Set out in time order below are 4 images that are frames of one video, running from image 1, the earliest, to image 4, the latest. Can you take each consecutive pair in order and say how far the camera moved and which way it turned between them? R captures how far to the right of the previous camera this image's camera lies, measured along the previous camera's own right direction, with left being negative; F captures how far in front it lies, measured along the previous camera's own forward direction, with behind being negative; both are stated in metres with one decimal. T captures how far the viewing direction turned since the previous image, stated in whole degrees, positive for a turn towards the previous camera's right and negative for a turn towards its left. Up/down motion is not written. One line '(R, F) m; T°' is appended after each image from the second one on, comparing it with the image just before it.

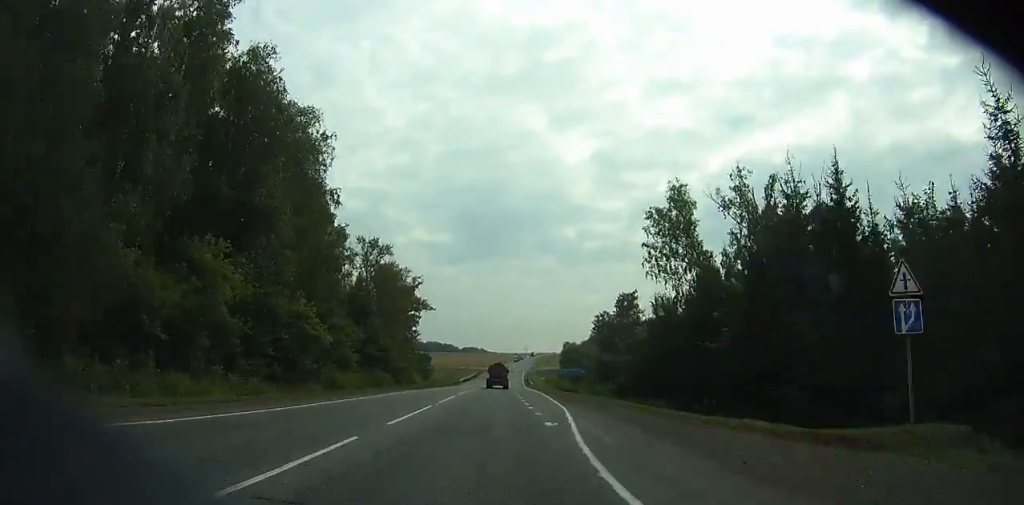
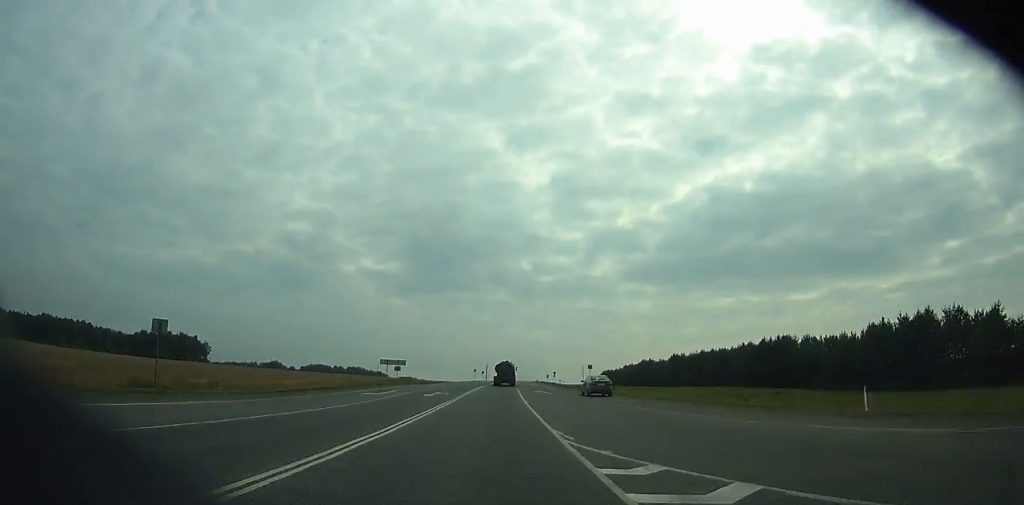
(+12.2, +300.8) m; +5°
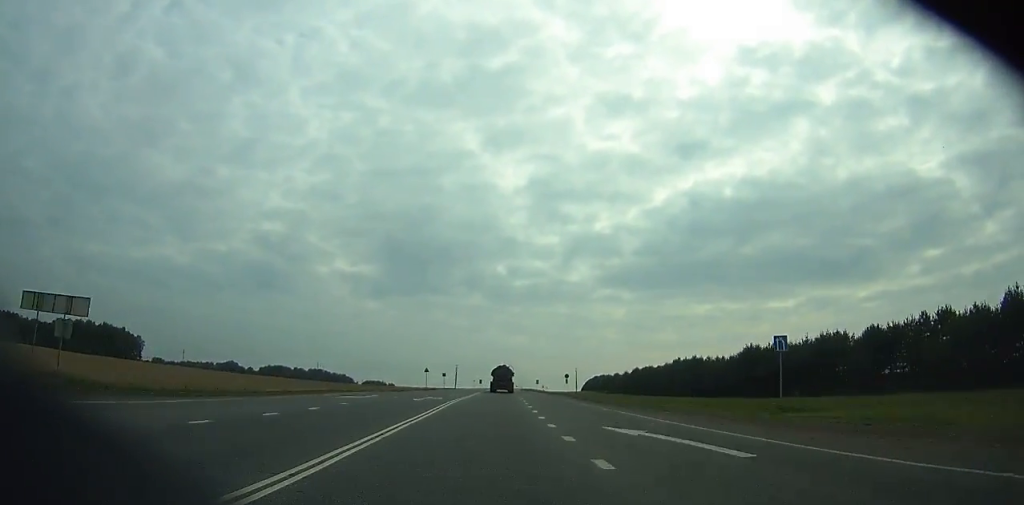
(+0.8, +68.4) m; +2°
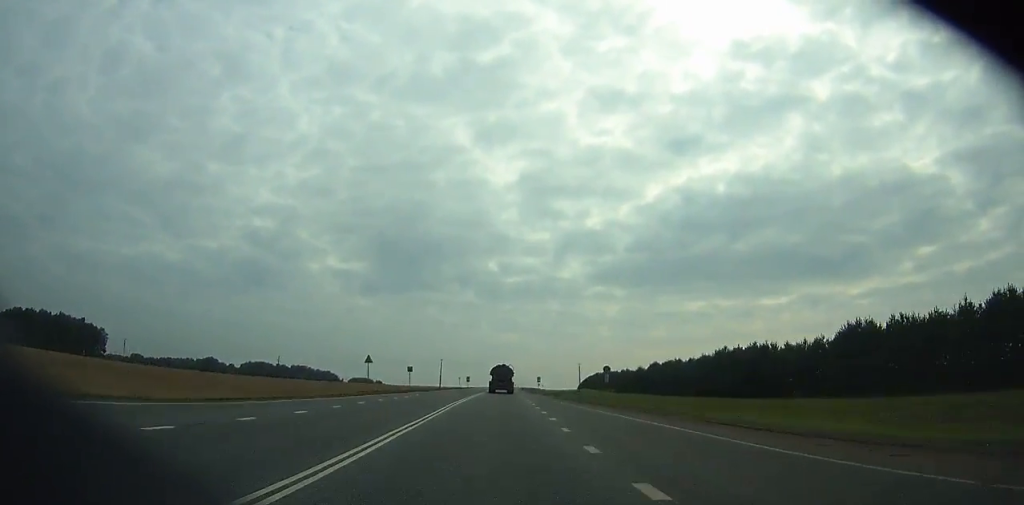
(+0.4, +38.2) m; +1°
